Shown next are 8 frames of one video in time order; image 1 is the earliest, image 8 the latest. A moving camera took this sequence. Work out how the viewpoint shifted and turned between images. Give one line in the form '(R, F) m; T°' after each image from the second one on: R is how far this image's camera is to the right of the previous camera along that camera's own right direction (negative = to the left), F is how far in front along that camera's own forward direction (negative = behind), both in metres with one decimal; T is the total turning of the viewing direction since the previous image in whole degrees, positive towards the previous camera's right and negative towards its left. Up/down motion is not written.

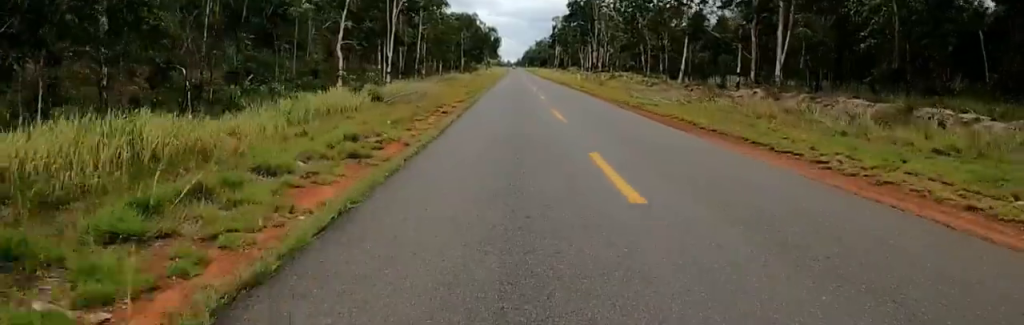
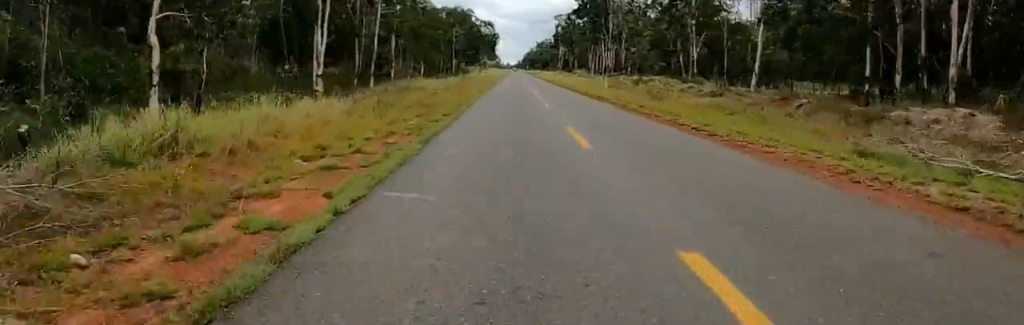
(0.0, +20.1) m; 0°
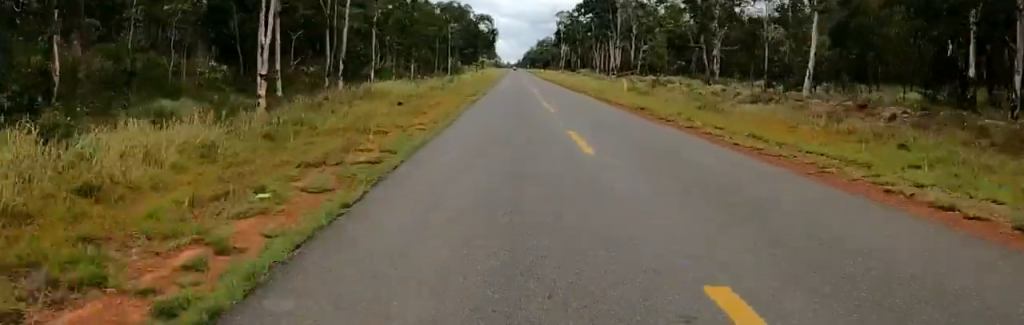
(0.0, +8.4) m; 0°
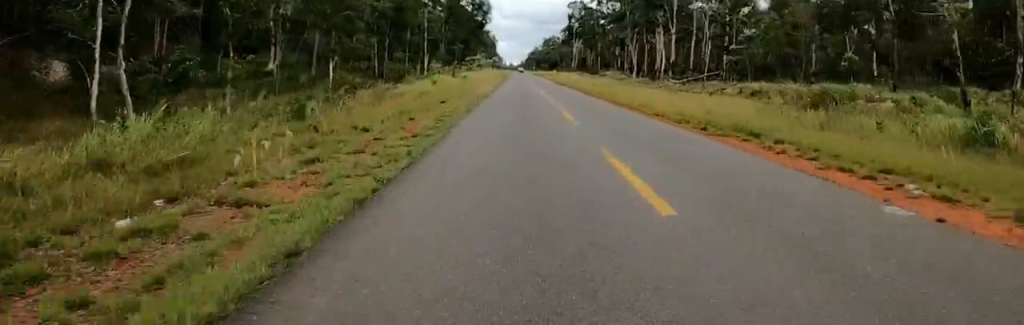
(+0.4, +35.2) m; +1°
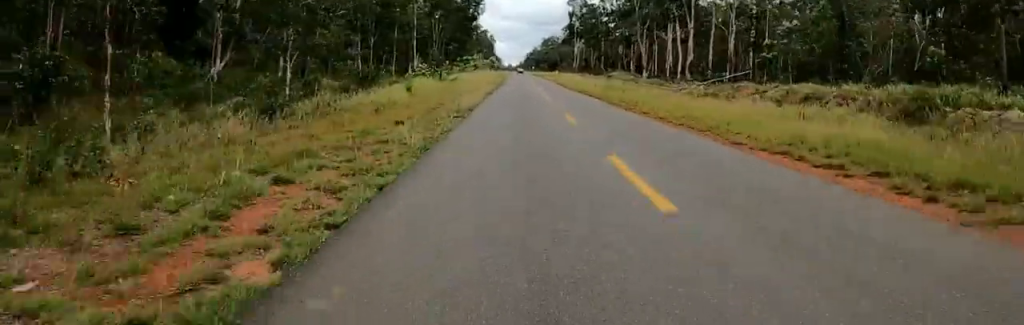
(+0.3, +7.9) m; -1°
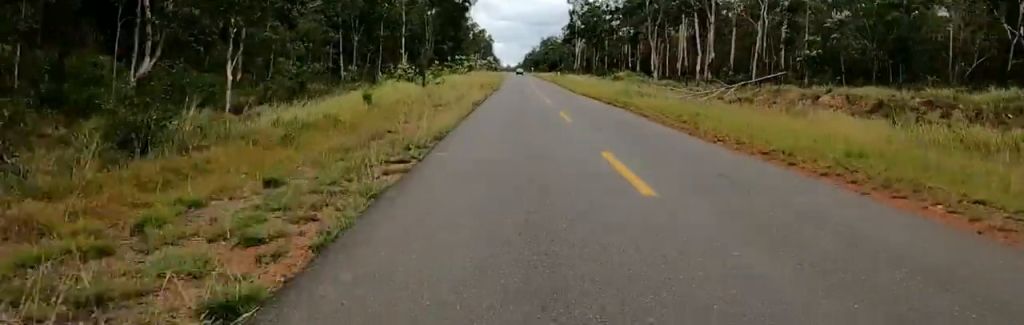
(-0.3, +7.2) m; -1°
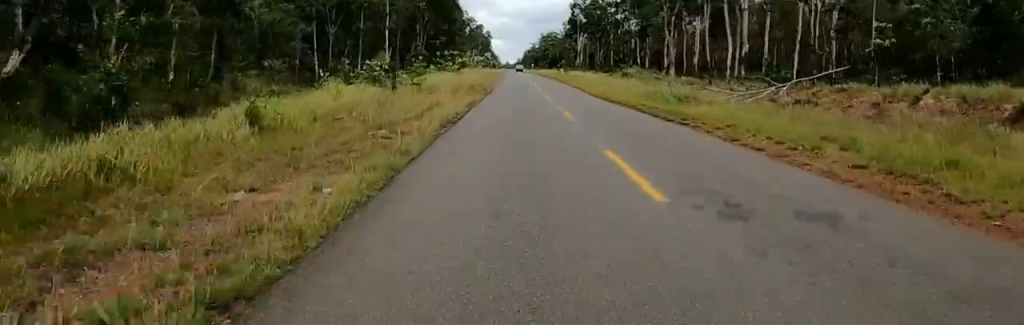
(-0.4, +8.2) m; -1°
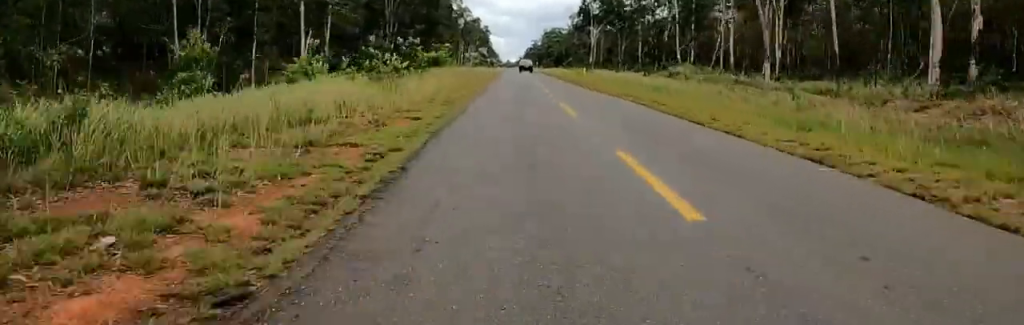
(+0.1, +24.5) m; +3°
